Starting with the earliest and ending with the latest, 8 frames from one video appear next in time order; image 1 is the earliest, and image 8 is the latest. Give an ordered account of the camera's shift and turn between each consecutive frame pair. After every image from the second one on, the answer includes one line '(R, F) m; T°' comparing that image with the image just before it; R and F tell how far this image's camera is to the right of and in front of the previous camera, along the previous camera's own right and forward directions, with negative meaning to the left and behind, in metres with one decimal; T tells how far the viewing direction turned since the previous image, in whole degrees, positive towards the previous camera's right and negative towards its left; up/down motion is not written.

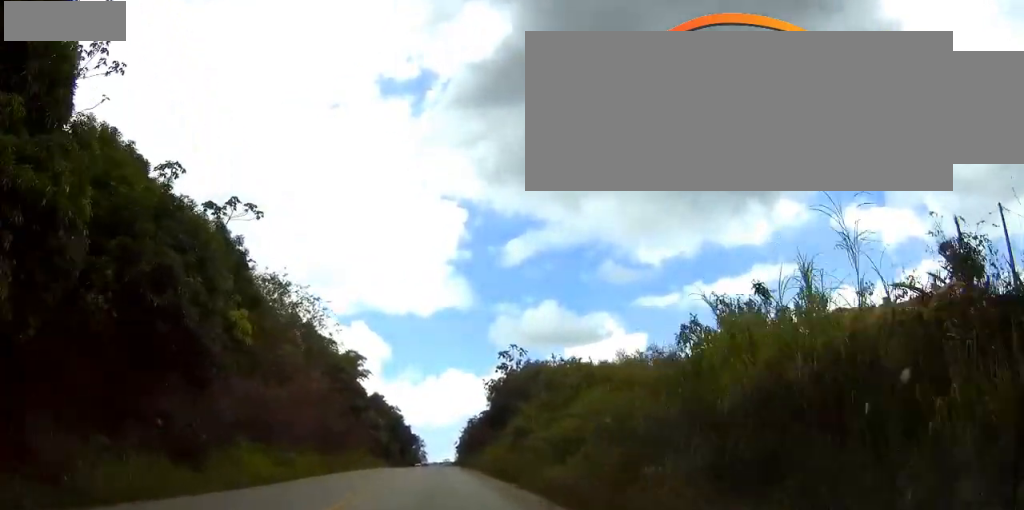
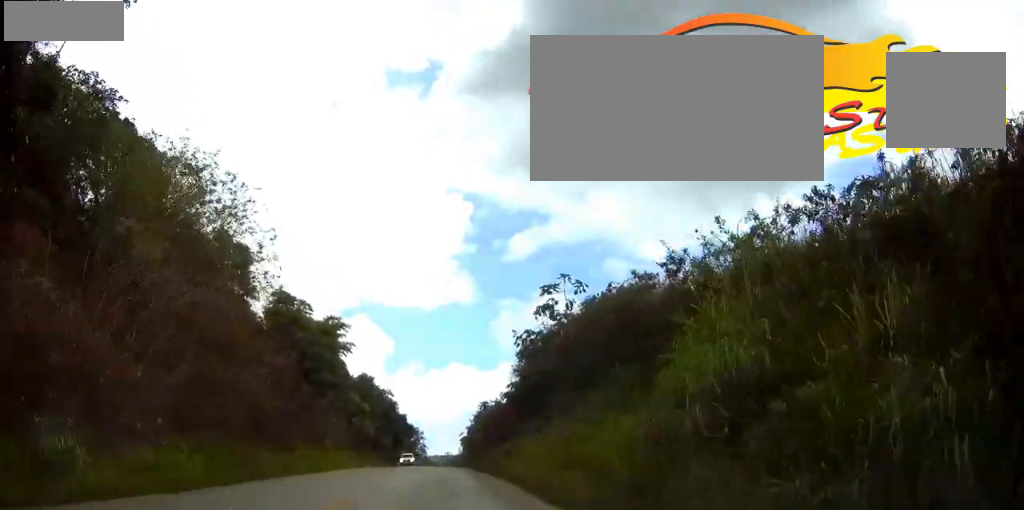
(+0.1, +22.5) m; 0°
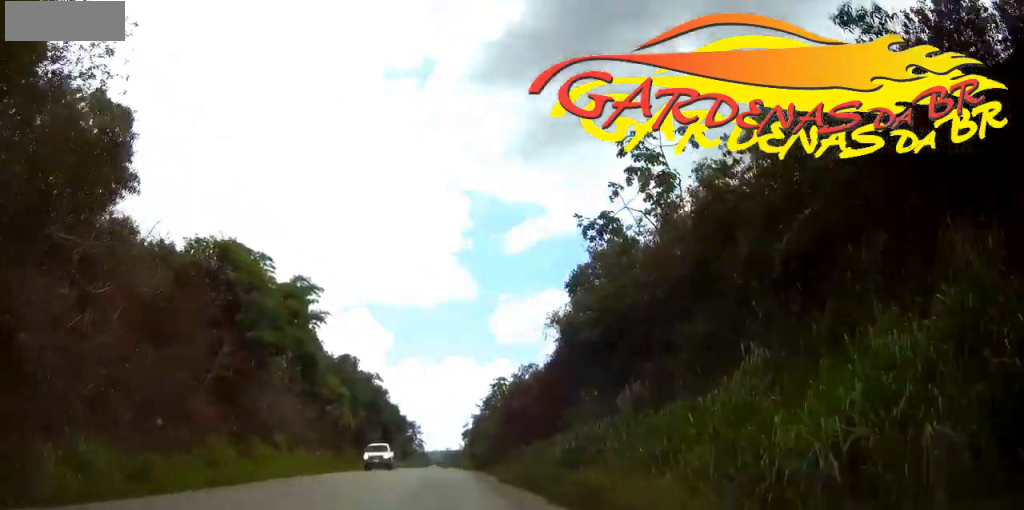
(0.0, +16.9) m; 0°
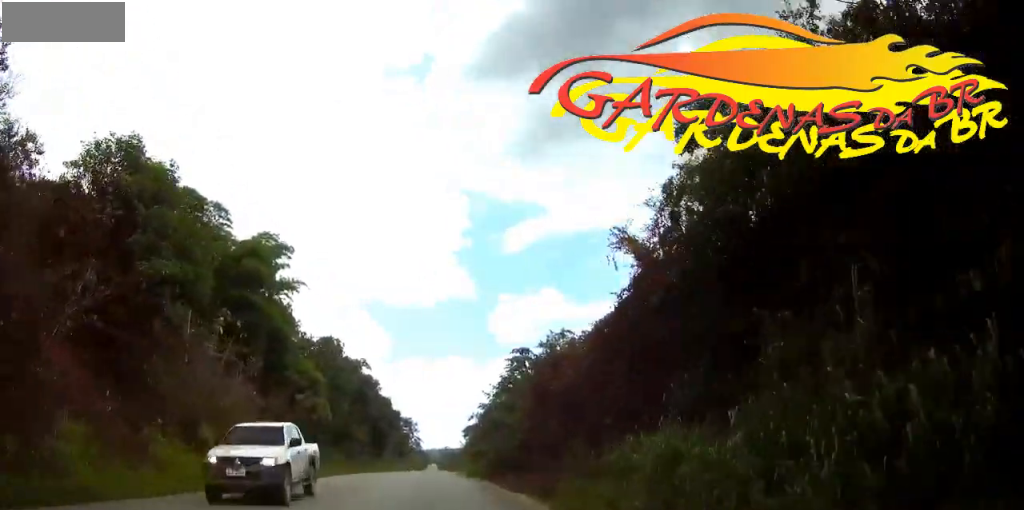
(0.0, +12.5) m; 0°
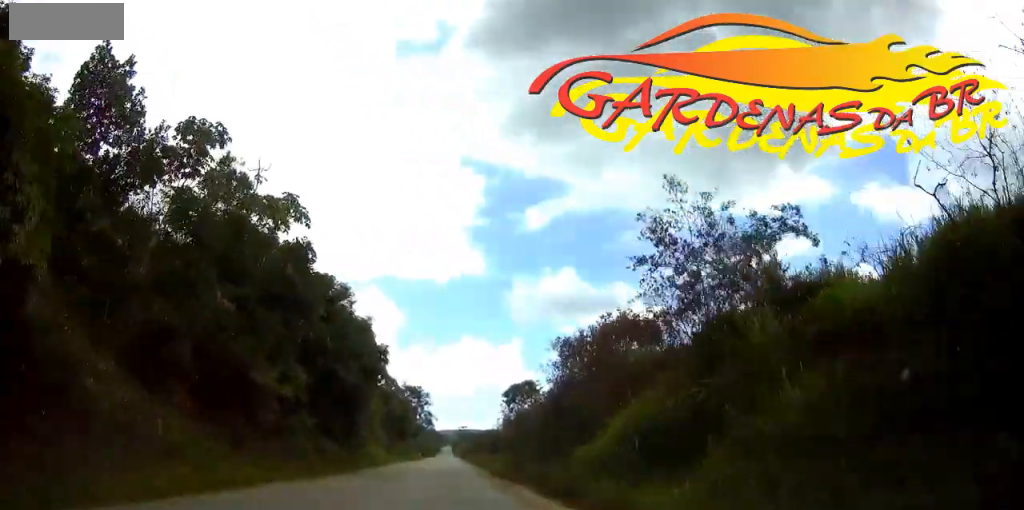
(-0.6, +42.9) m; -1°
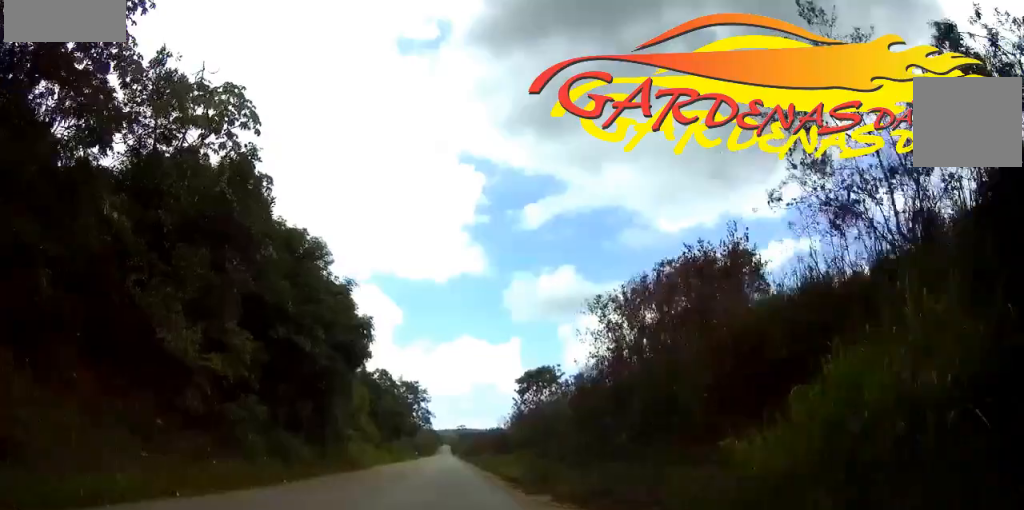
(0.0, +9.5) m; 0°
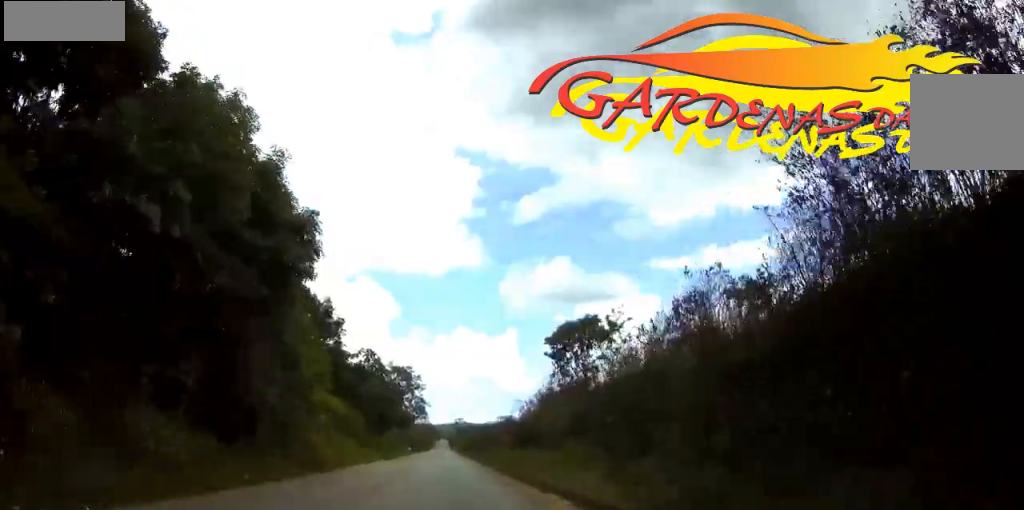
(+0.1, +15.3) m; 0°
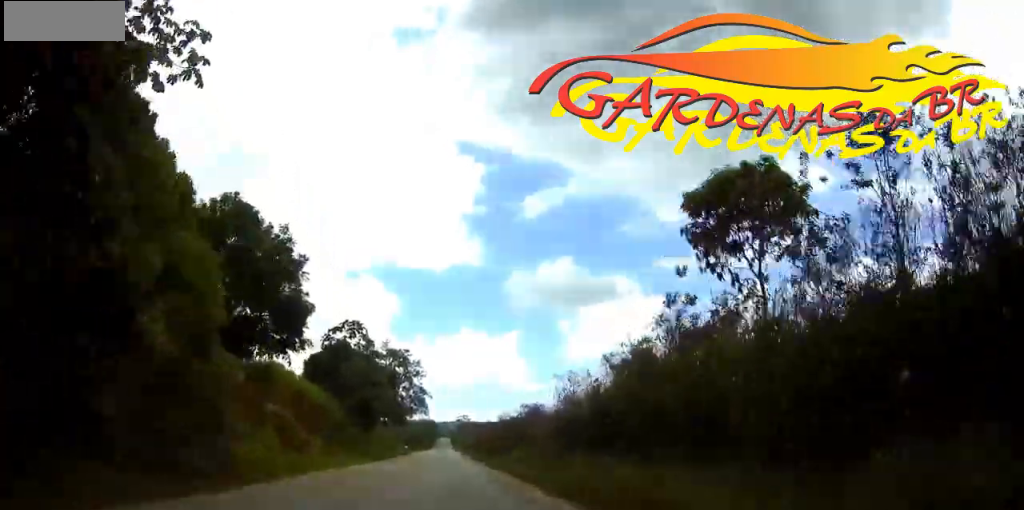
(0.0, +17.4) m; 0°
